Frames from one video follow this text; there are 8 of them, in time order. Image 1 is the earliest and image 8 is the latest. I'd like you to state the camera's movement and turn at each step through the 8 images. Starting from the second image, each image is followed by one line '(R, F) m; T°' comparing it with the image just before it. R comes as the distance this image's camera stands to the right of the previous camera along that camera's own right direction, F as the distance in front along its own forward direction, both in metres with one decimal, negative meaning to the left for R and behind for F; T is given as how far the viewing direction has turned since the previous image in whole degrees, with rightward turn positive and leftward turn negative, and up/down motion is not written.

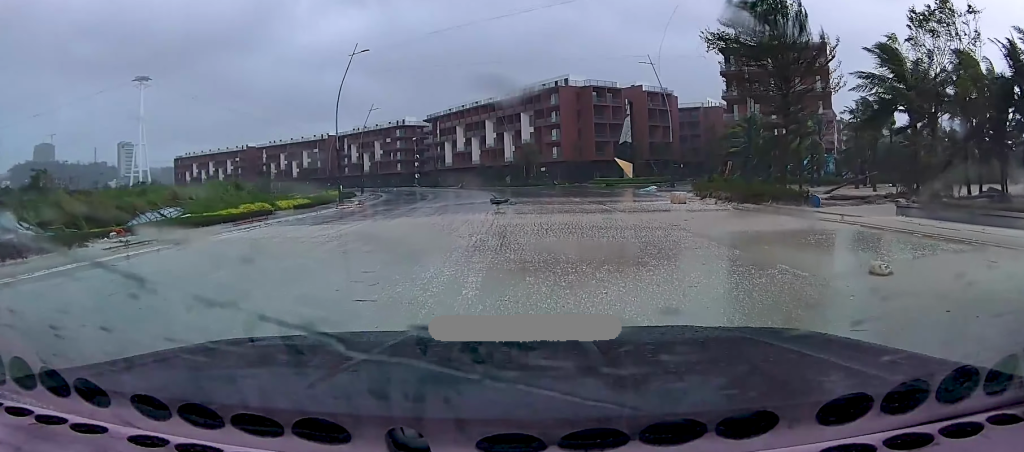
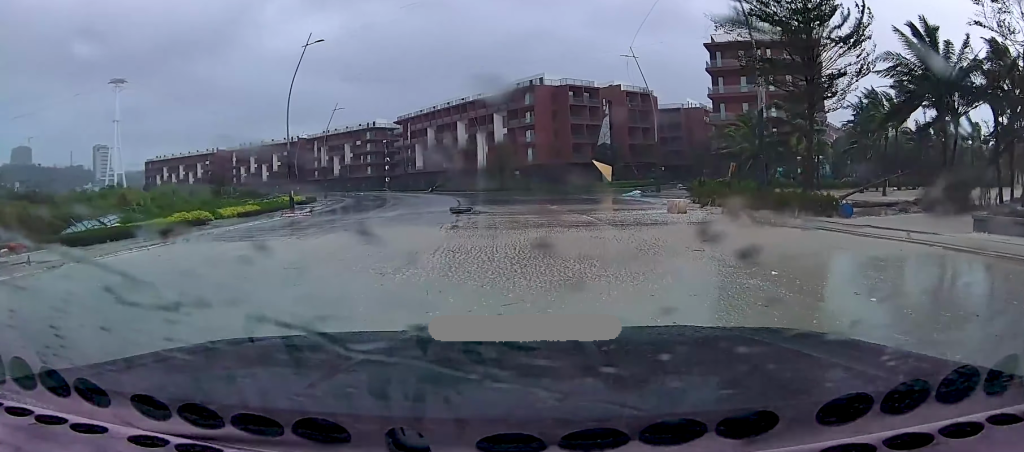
(0.0, +5.1) m; -5°
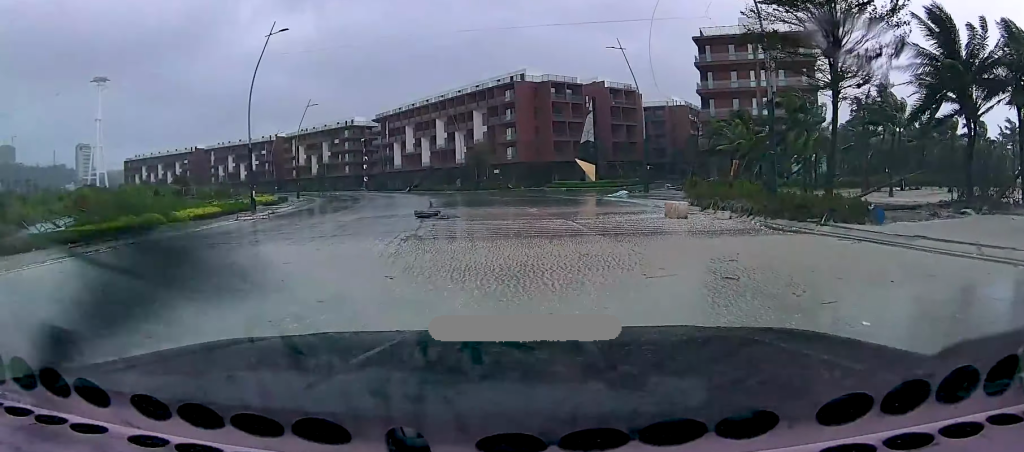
(-0.2, +3.2) m; -3°
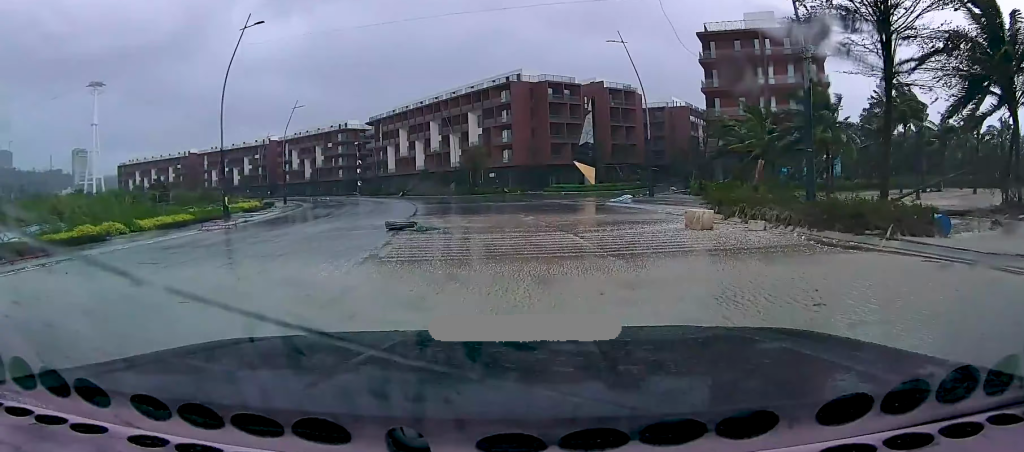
(0.0, +3.5) m; 0°
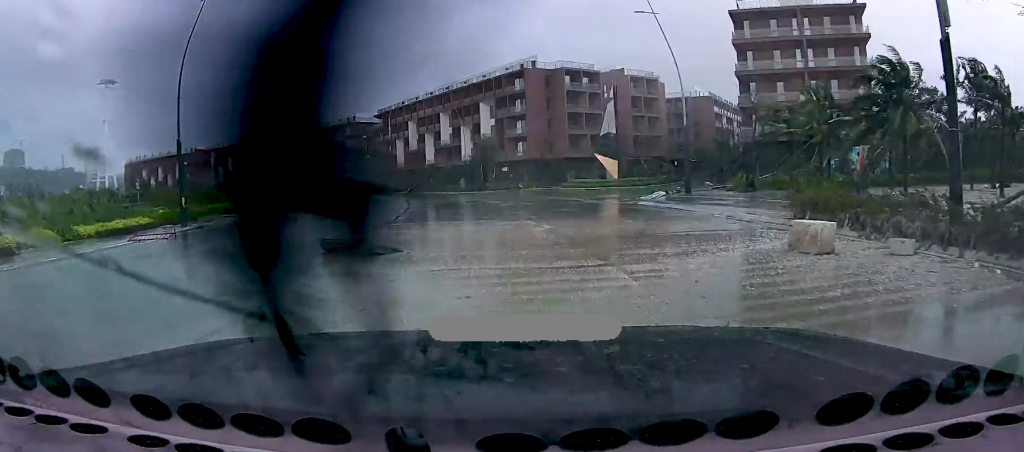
(0.0, +7.4) m; 0°
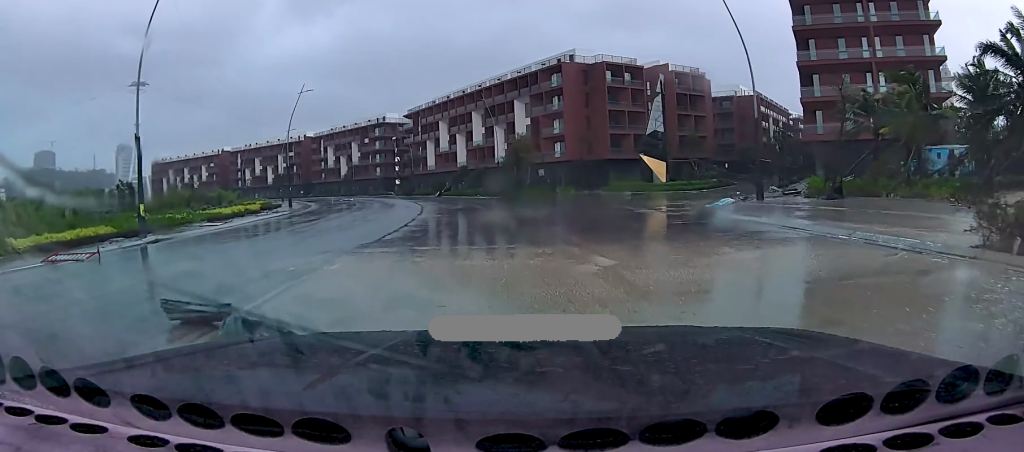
(0.0, +8.1) m; 0°
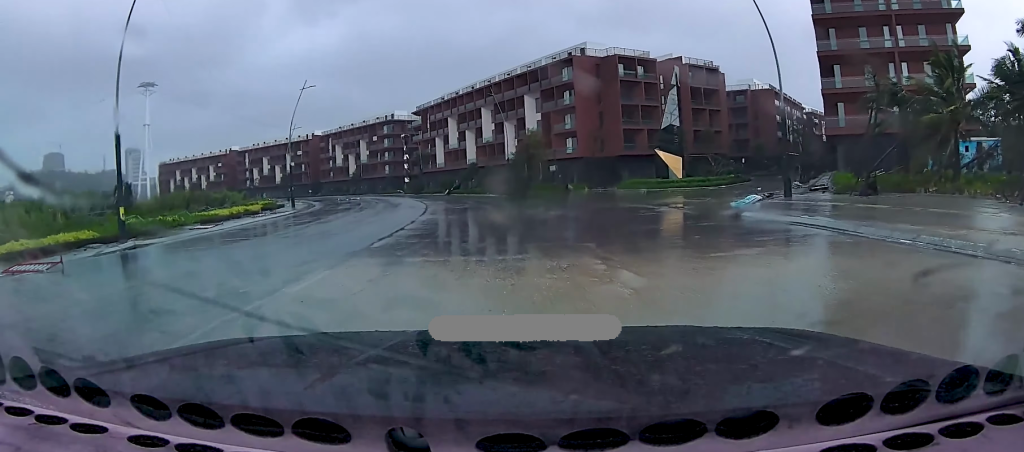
(0.0, +2.7) m; 0°
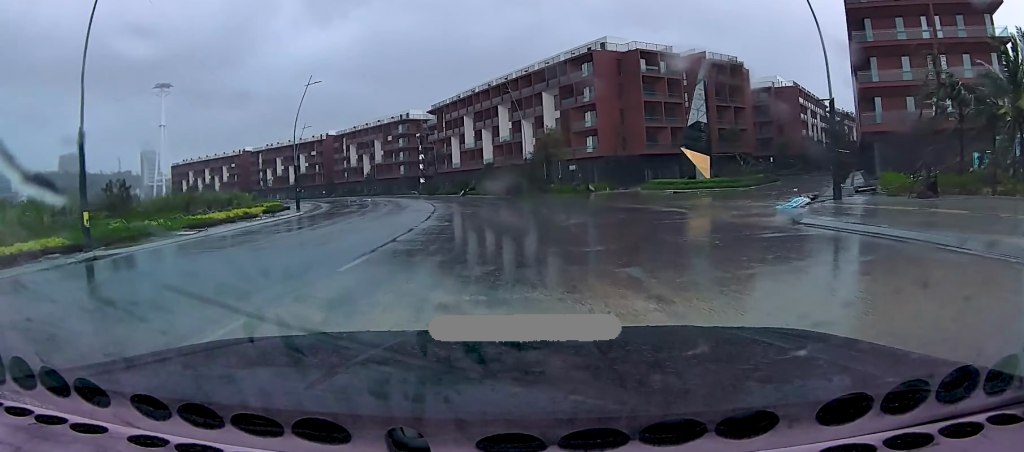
(0.0, +4.0) m; 0°
